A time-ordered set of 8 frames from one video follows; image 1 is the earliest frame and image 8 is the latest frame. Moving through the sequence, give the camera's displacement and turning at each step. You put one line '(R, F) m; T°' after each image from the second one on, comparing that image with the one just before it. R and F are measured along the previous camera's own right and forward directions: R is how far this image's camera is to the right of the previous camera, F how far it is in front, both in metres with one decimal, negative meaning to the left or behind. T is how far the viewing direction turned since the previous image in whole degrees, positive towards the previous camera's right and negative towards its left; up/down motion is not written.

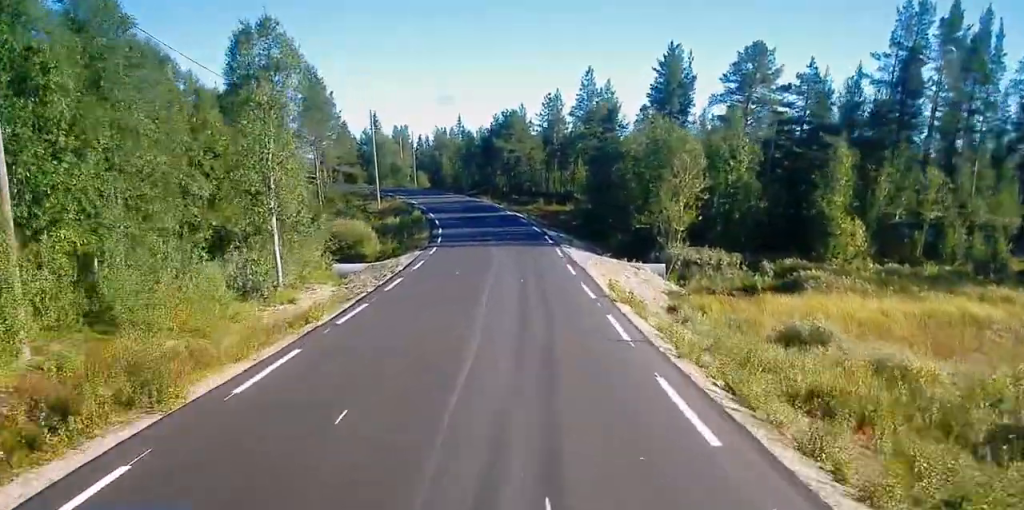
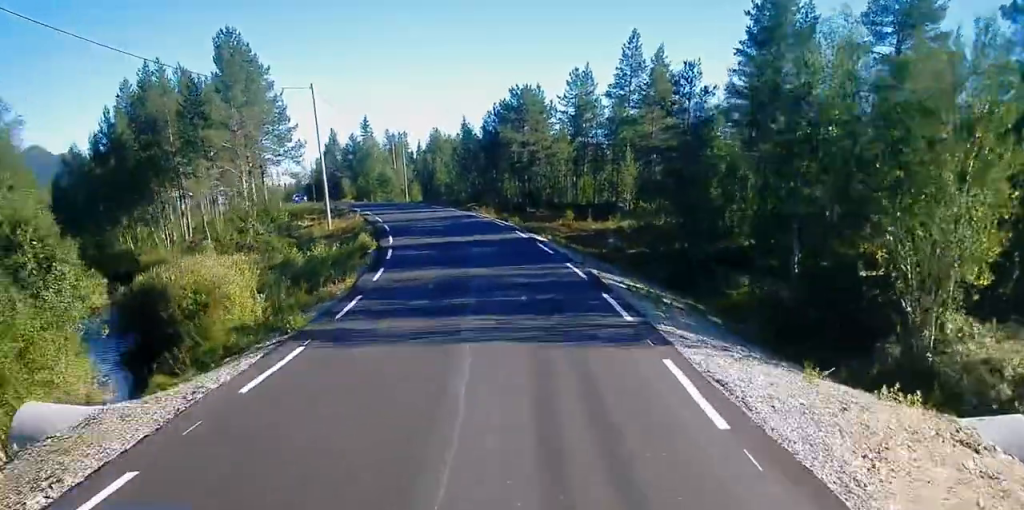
(+1.4, +23.8) m; -3°
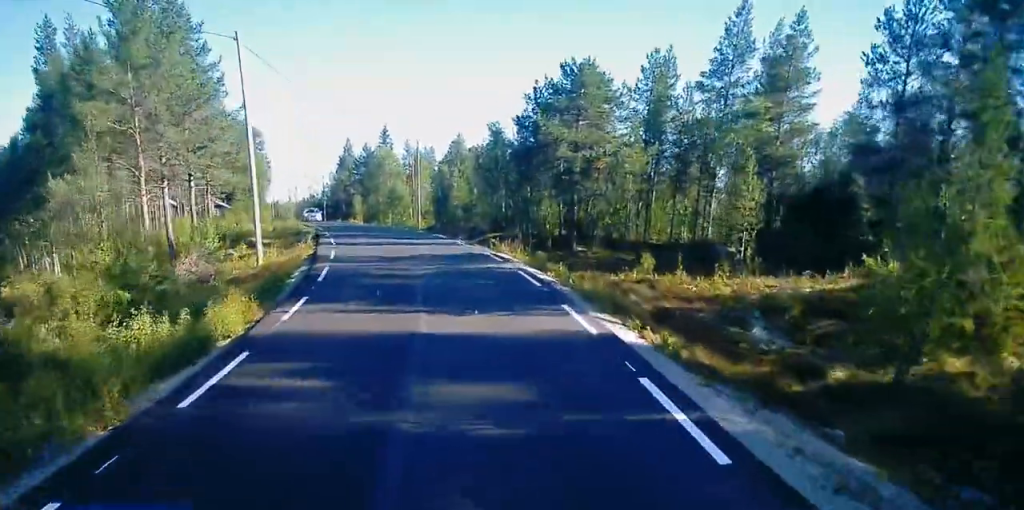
(-0.8, +18.4) m; -6°
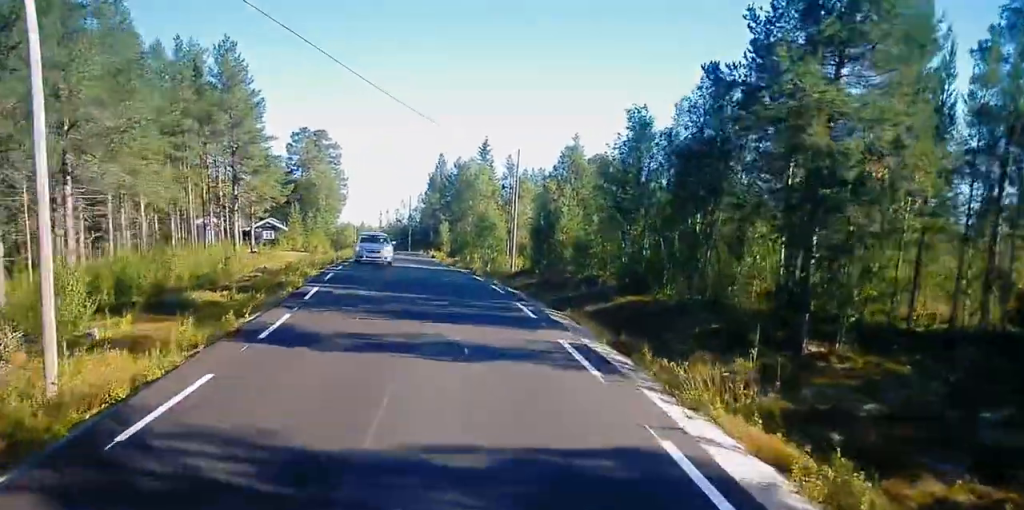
(-1.5, +19.7) m; -8°
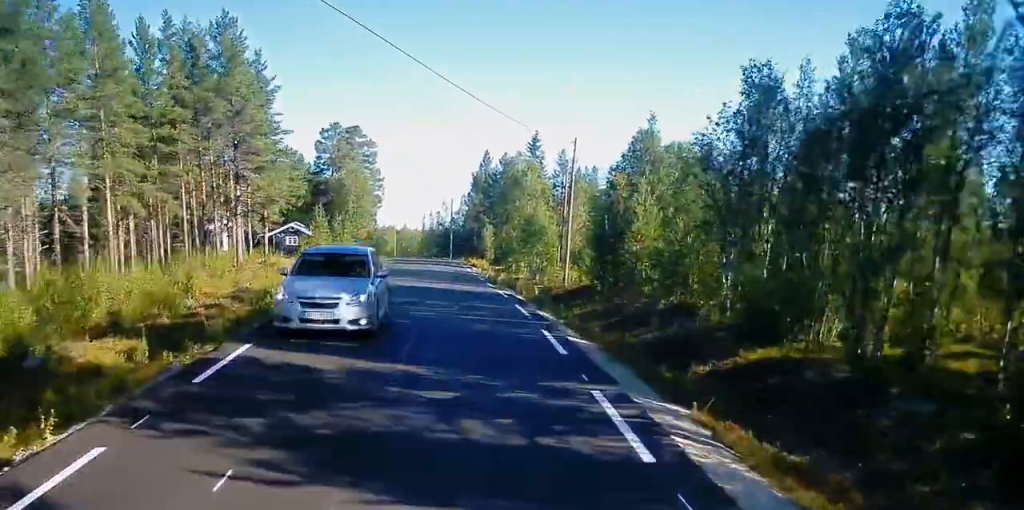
(-0.3, +9.4) m; -2°
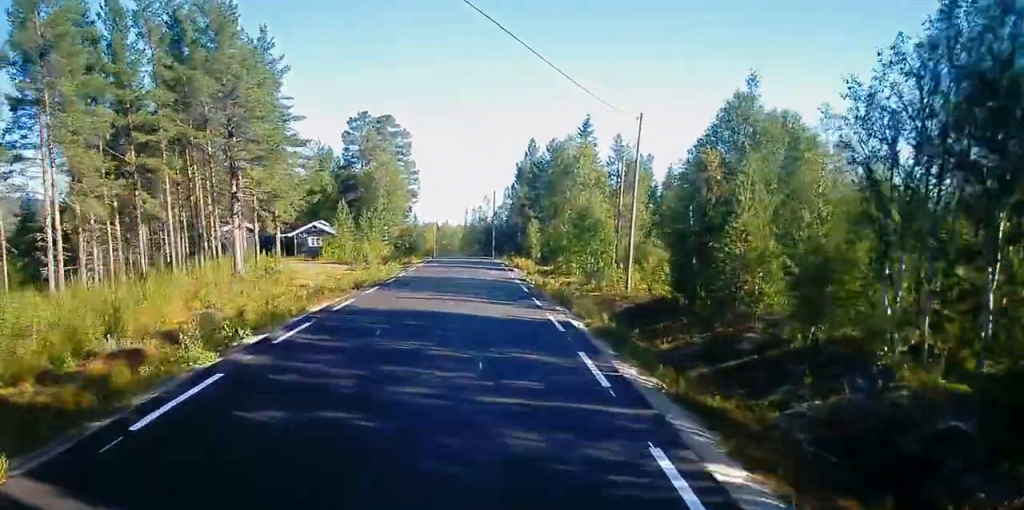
(-0.2, +8.5) m; -1°
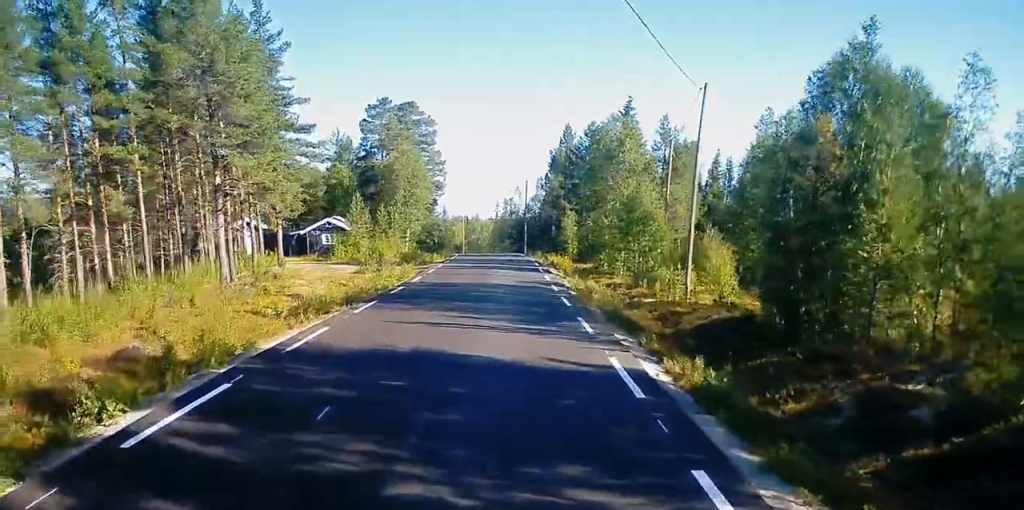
(+0.1, +6.7) m; -1°
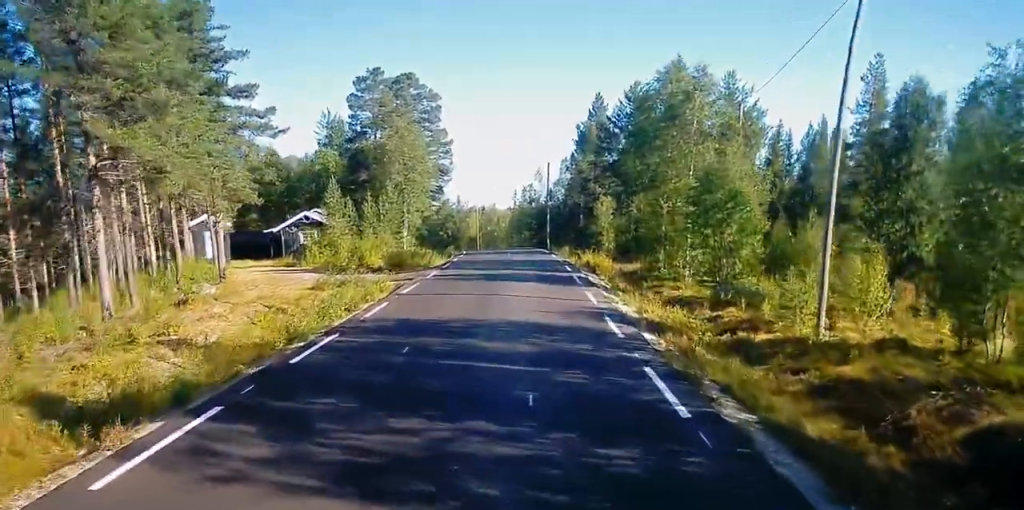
(-0.6, +13.3) m; -2°
